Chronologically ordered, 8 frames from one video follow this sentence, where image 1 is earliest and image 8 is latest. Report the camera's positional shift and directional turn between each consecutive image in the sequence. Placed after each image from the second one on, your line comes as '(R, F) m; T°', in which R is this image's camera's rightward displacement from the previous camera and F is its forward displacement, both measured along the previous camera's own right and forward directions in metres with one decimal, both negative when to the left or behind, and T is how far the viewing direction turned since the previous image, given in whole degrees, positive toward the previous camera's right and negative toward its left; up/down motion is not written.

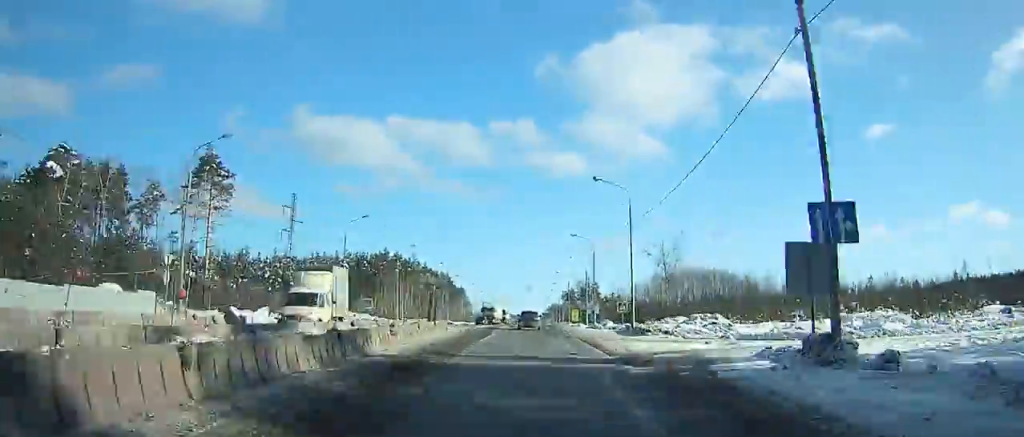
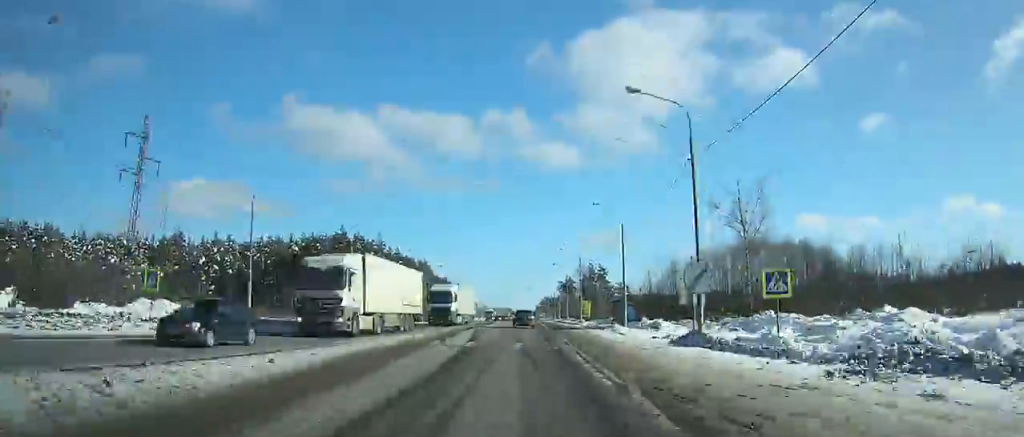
(+0.2, +40.6) m; +1°
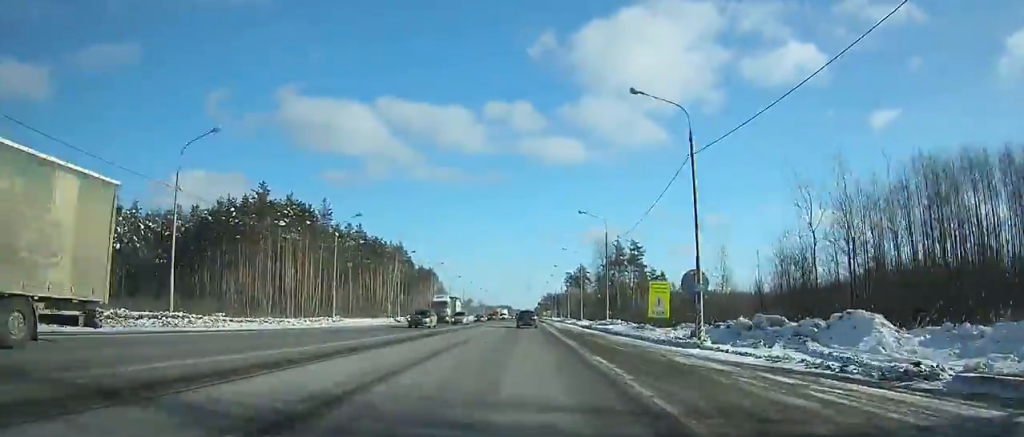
(+0.4, +53.3) m; +1°
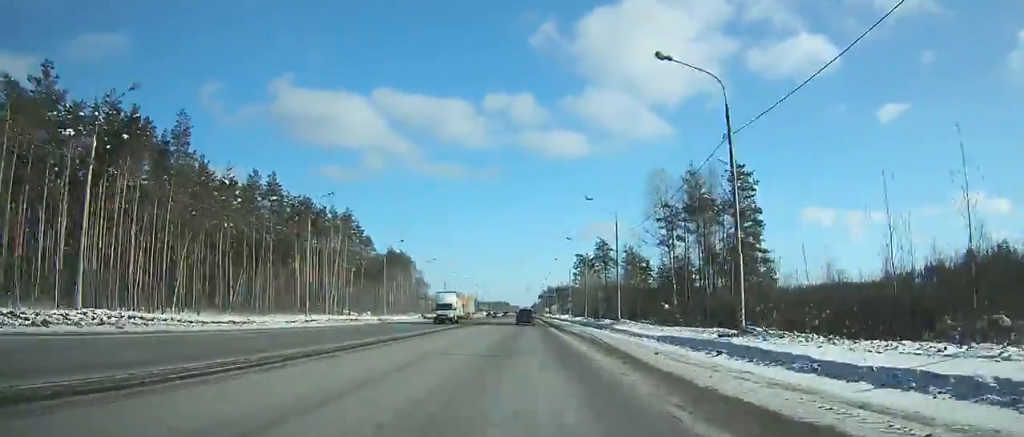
(+0.3, +61.2) m; 0°
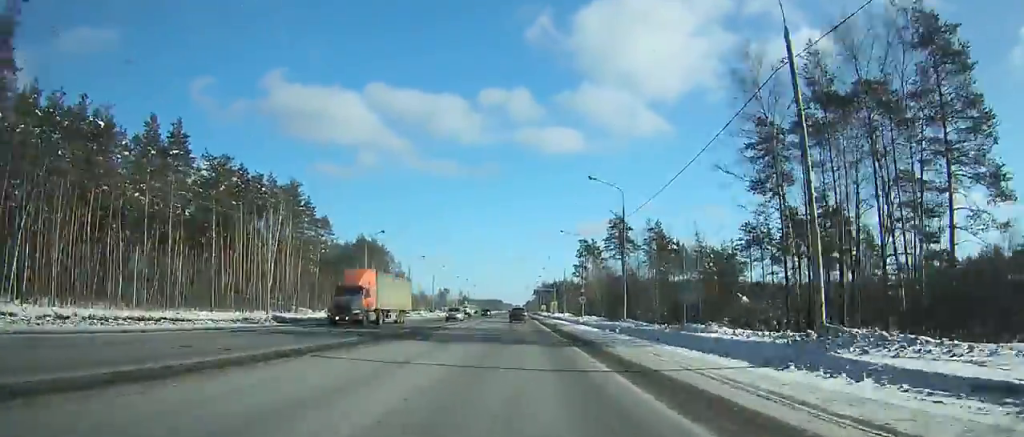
(+0.1, +32.1) m; 0°
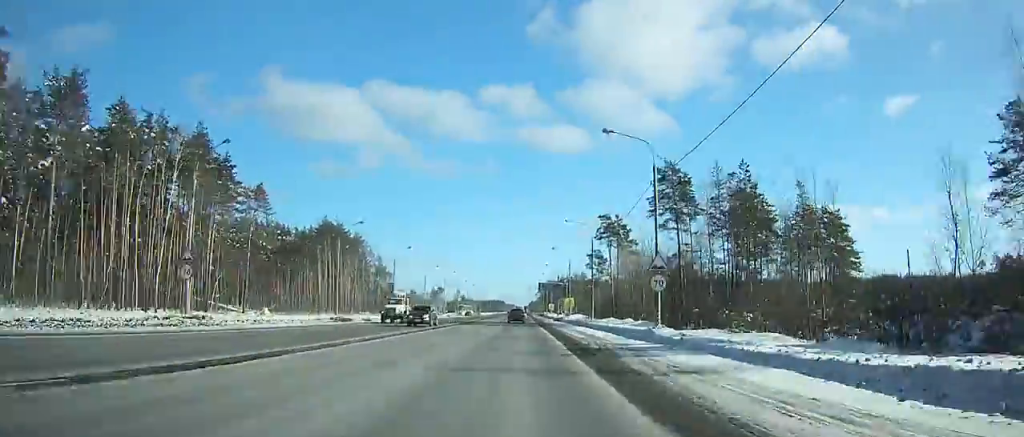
(-0.2, +38.9) m; -1°
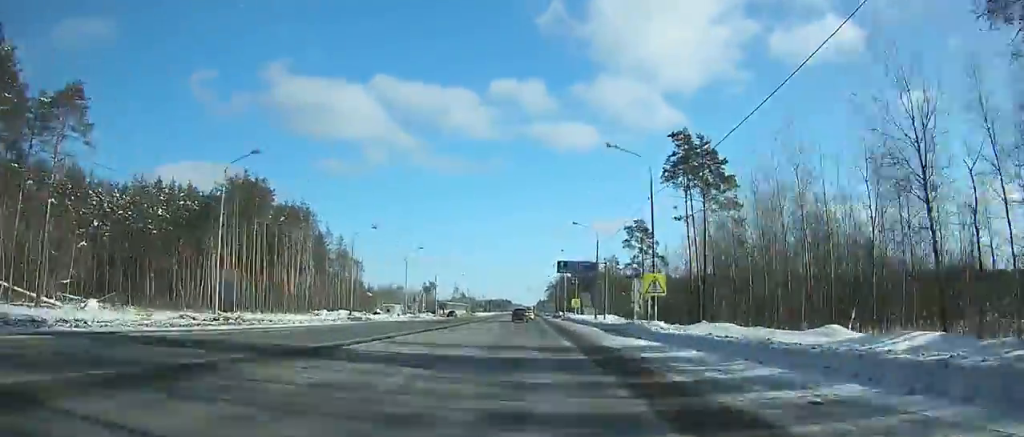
(-0.4, +51.2) m; 0°
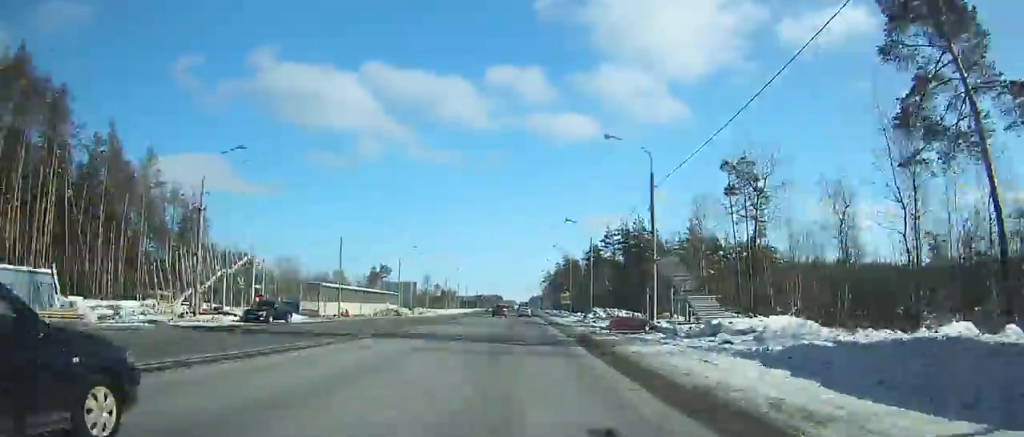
(0.0, +81.0) m; 0°
